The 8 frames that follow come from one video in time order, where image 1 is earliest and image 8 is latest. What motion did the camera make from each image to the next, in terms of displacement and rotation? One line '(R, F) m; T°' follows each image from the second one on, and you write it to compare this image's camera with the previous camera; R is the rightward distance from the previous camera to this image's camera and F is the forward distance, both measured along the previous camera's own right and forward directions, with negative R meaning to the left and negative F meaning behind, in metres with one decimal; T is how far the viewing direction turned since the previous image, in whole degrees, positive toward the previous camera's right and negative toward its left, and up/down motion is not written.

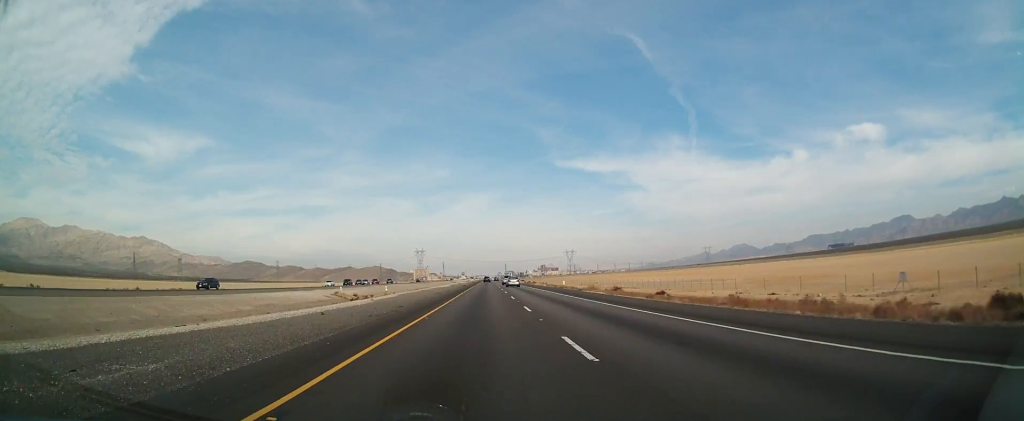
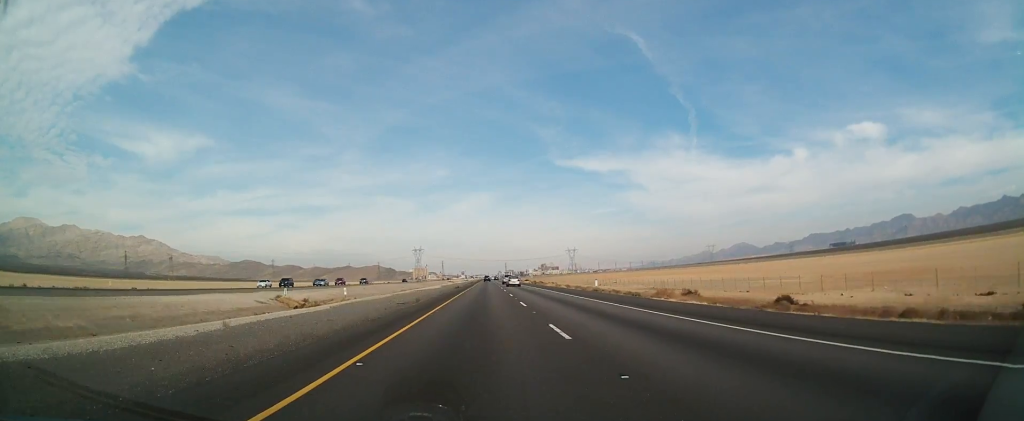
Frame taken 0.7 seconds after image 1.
(-0.1, +25.4) m; 0°
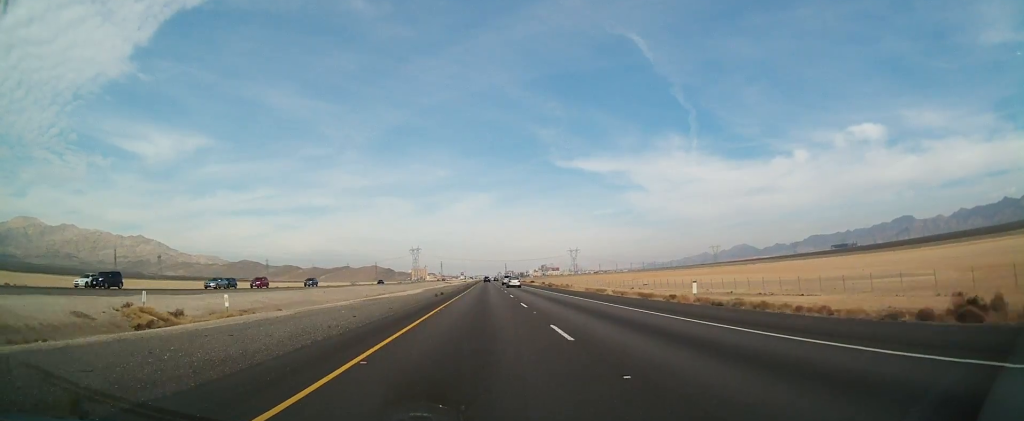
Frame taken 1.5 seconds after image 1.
(+0.1, +29.1) m; 0°
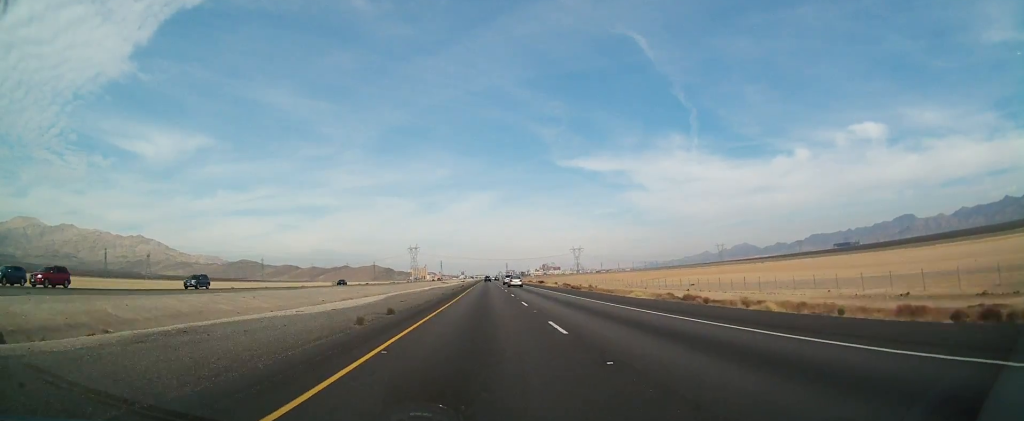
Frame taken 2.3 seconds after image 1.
(+0.2, +27.8) m; 0°
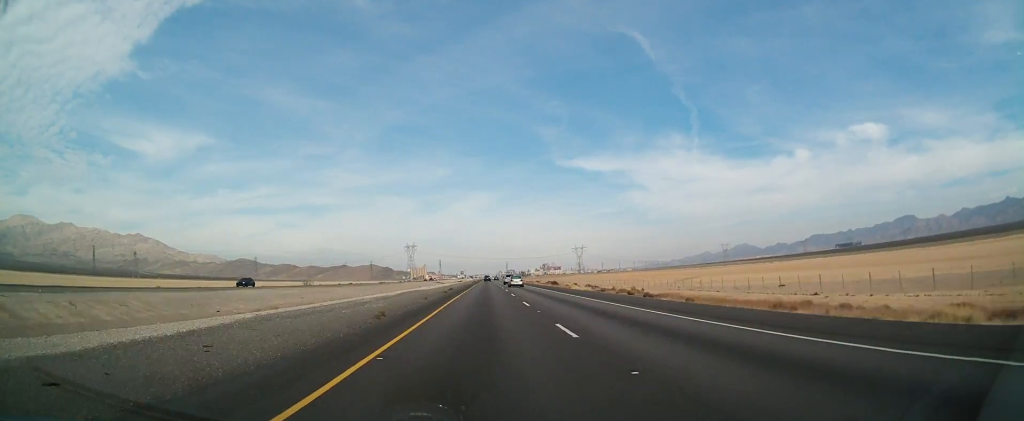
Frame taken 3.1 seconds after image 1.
(-0.3, +30.2) m; 0°
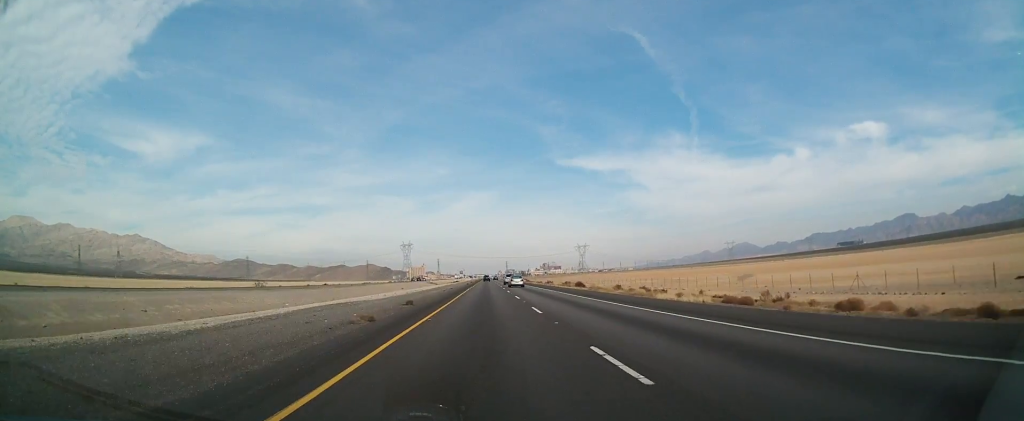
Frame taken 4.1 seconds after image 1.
(+0.2, +35.0) m; 0°
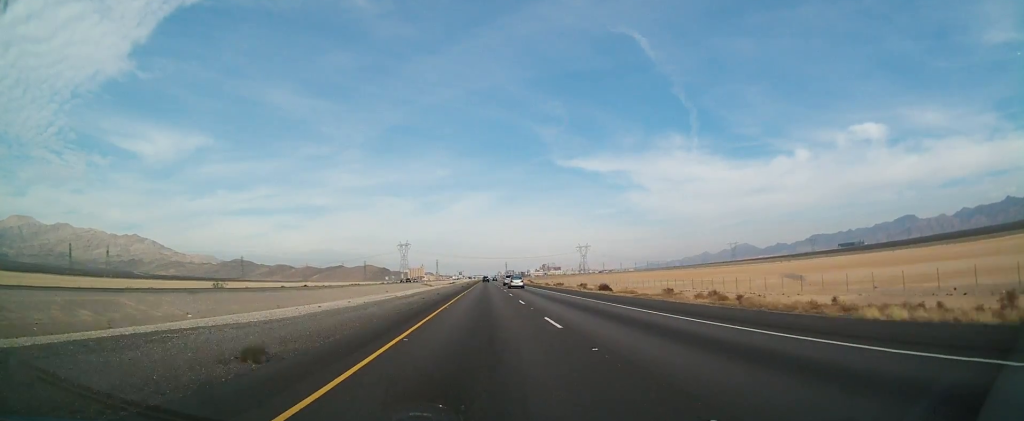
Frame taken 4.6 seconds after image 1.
(-0.1, +20.5) m; 0°
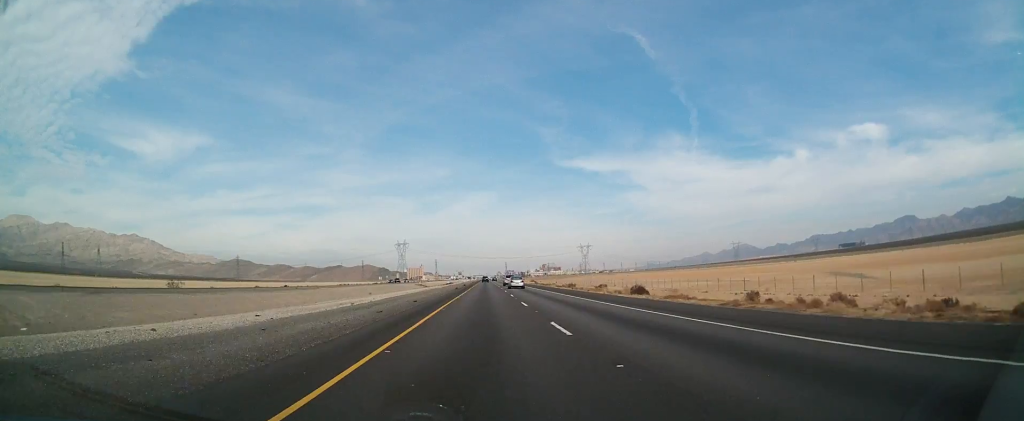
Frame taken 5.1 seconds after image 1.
(0.0, +16.9) m; 0°
